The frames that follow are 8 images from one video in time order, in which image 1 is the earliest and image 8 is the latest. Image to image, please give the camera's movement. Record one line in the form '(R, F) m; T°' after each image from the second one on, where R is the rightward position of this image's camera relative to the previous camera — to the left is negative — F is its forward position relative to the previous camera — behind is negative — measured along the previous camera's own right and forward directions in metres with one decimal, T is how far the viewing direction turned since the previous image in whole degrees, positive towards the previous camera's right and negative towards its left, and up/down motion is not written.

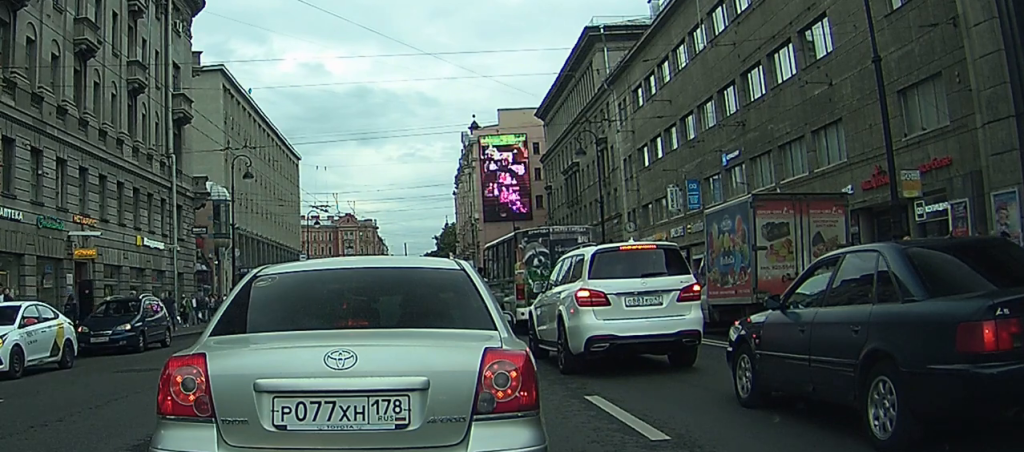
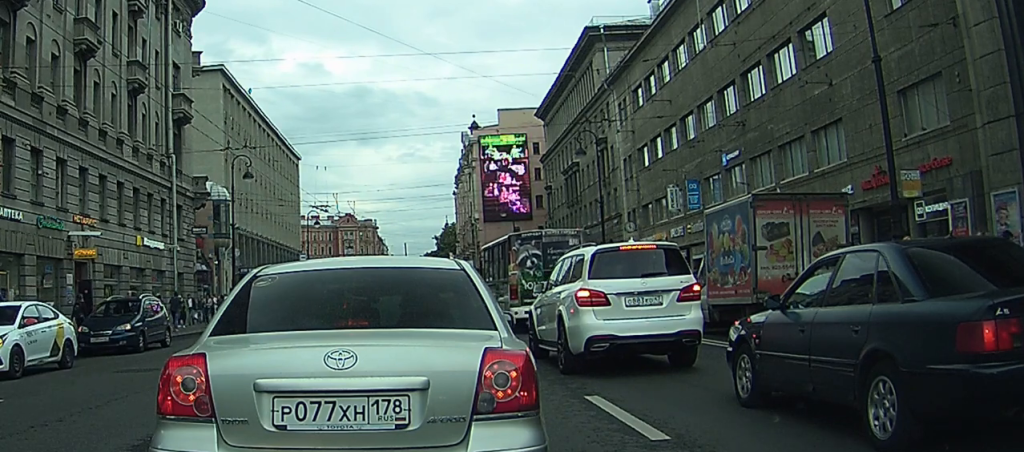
(0.0, 0.0) m; 0°
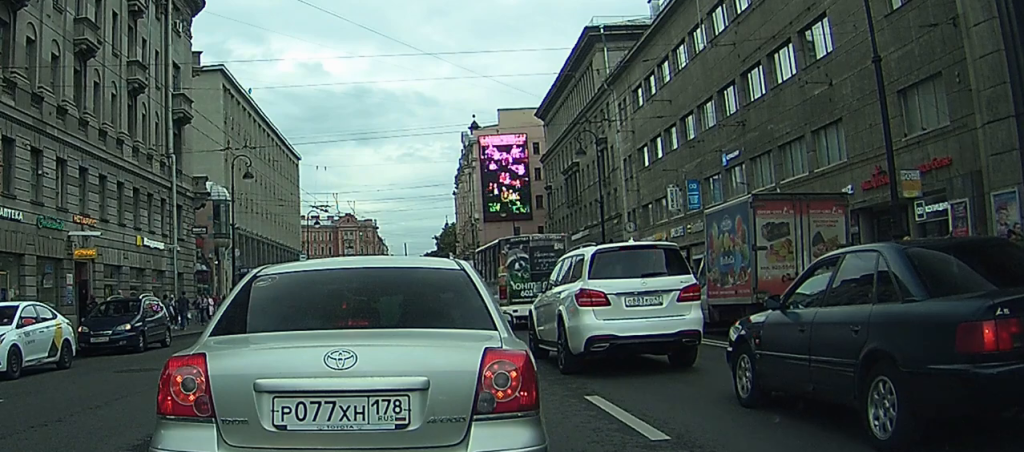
(0.0, 0.0) m; 0°
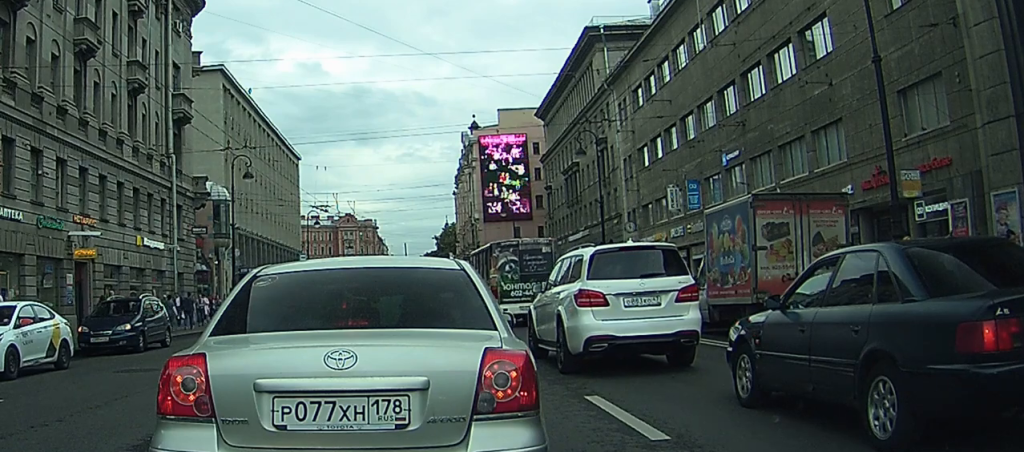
(0.0, 0.0) m; 0°
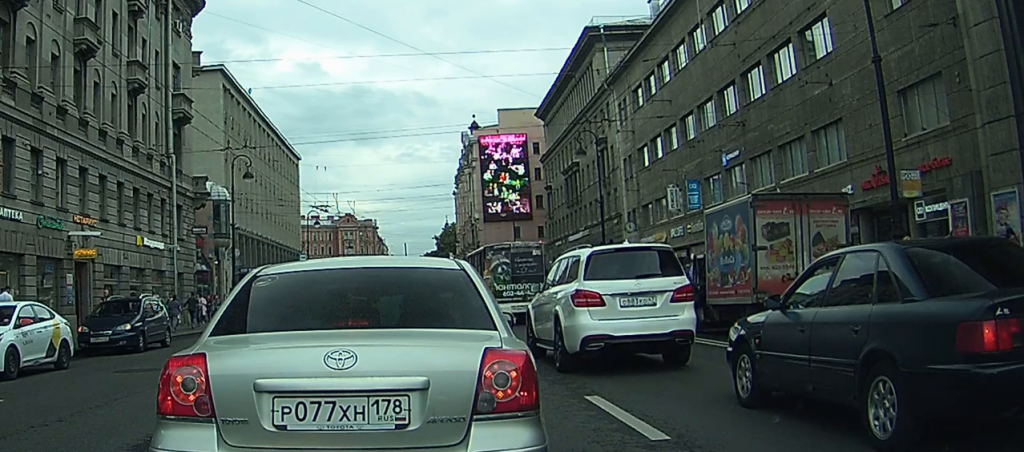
(0.0, 0.0) m; 0°
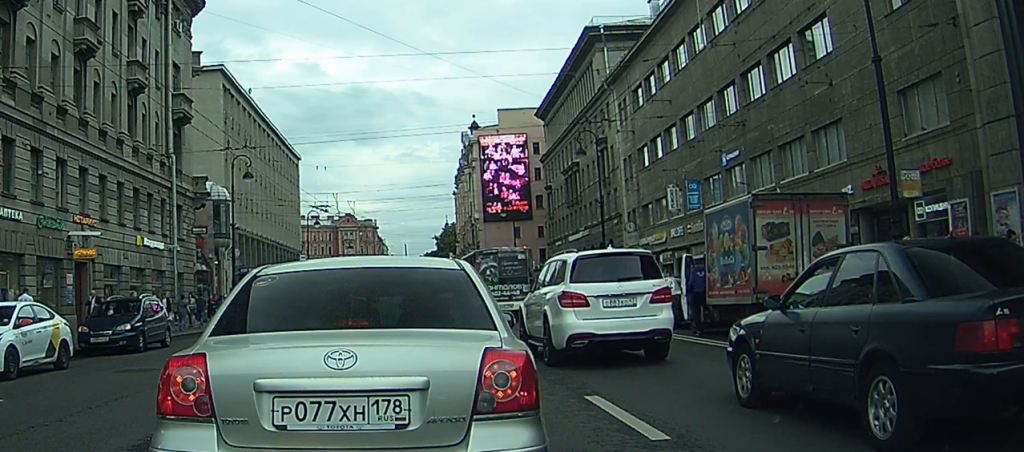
(0.0, 0.0) m; 0°
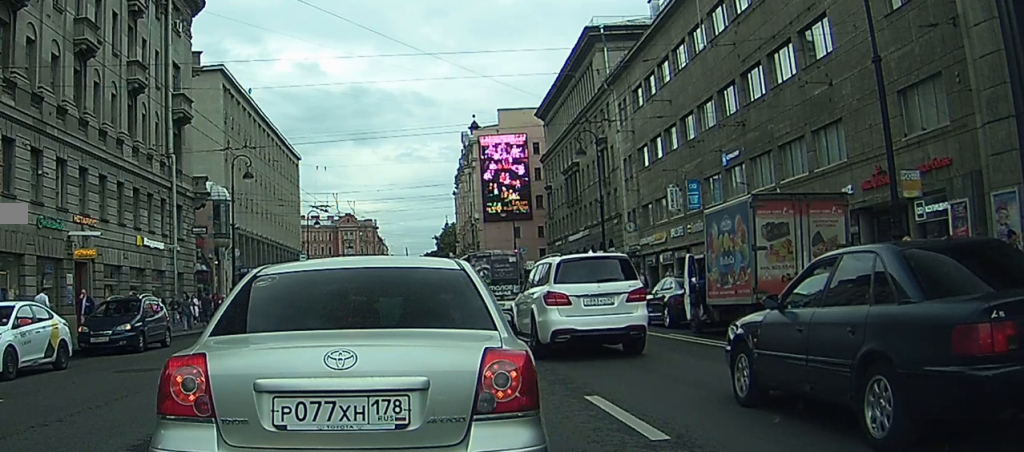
(0.0, 0.0) m; 0°
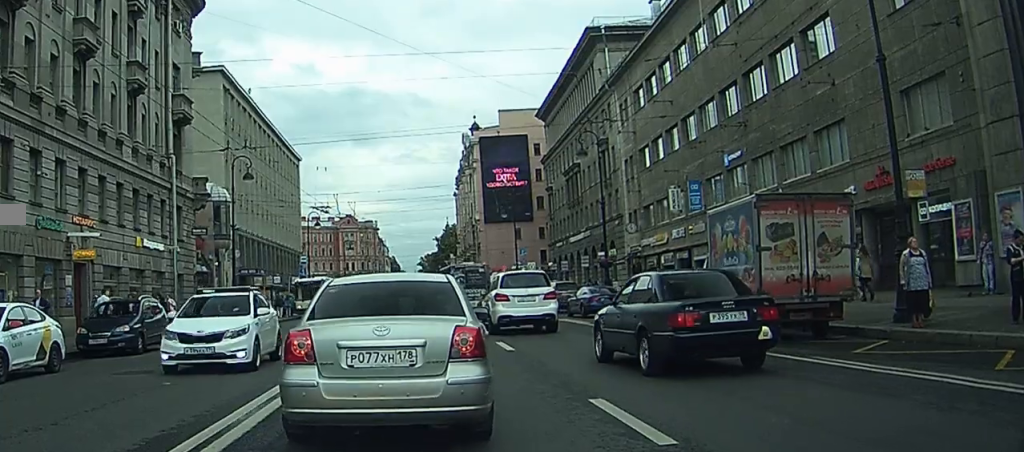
(+0.4, +1.2) m; 0°
